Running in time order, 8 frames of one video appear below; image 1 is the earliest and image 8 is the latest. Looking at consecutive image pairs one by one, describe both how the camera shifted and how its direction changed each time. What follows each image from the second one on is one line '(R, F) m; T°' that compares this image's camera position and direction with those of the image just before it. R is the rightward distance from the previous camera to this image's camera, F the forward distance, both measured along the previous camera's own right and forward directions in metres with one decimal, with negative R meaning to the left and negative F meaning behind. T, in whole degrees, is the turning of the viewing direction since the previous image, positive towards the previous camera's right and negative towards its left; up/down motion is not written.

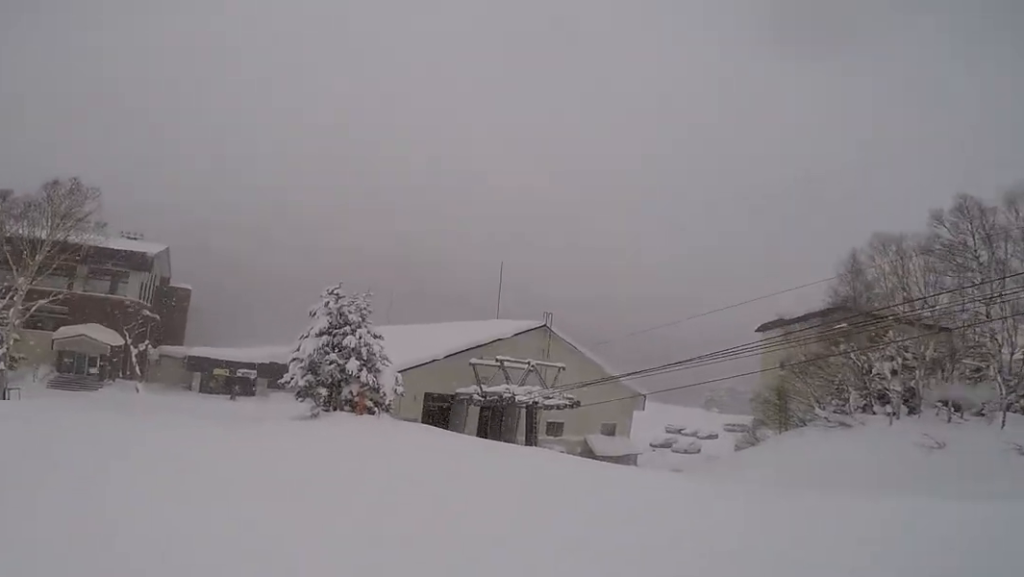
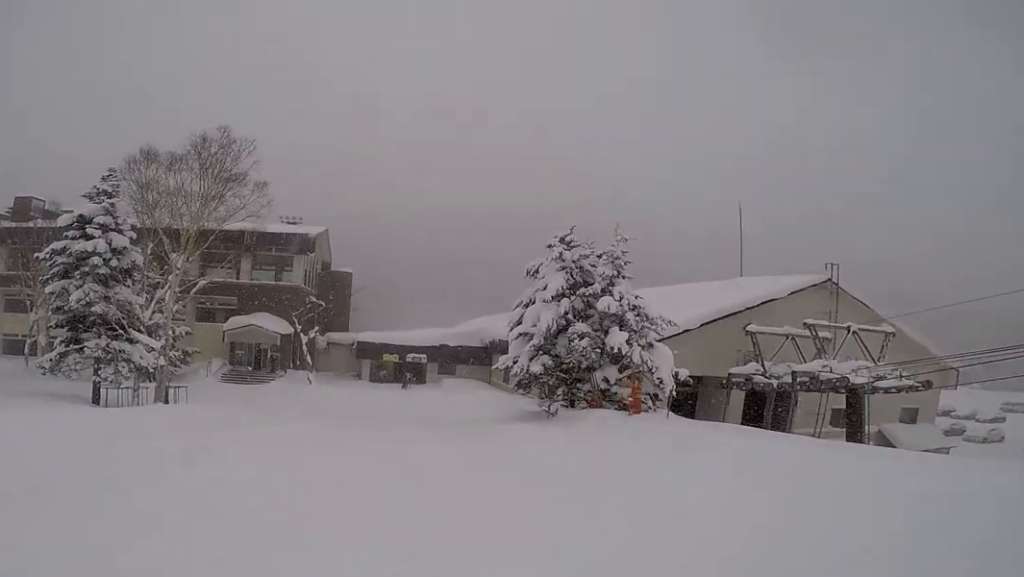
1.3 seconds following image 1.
(-1.3, +7.6) m; -10°
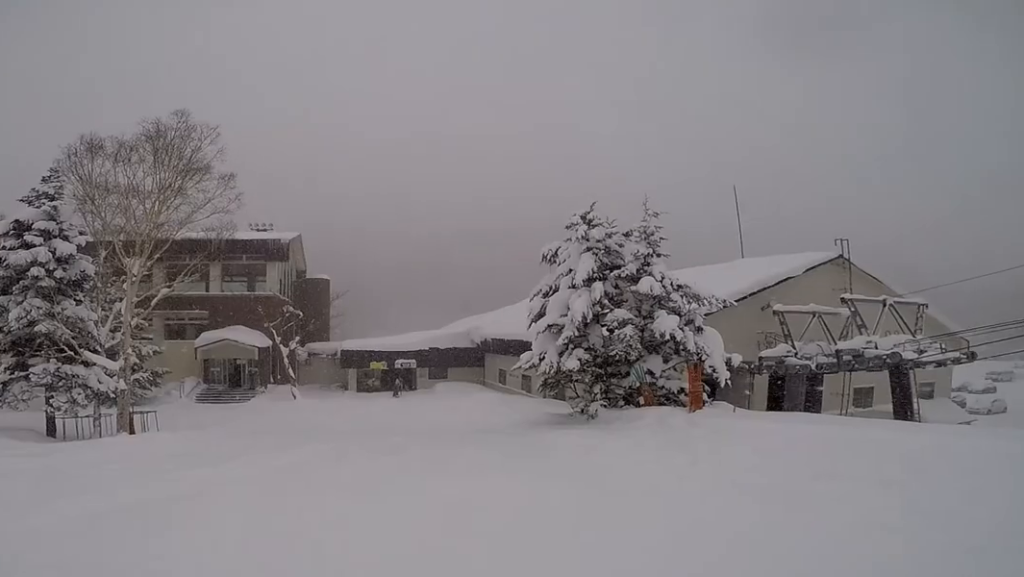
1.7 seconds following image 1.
(0.0, +2.6) m; 0°
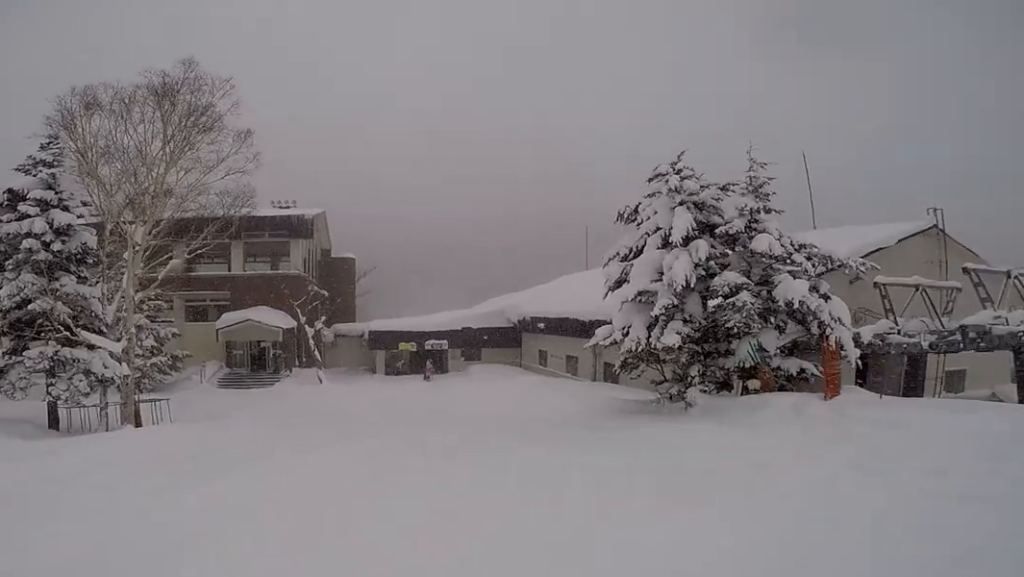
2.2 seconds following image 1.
(+0.2, +2.4) m; +1°
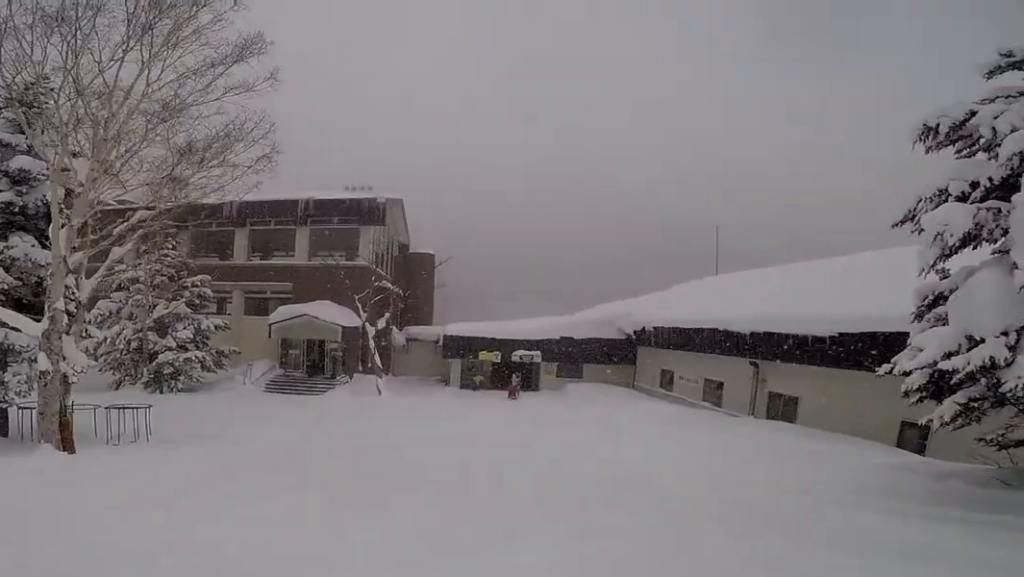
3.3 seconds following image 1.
(-0.1, +6.6) m; +10°
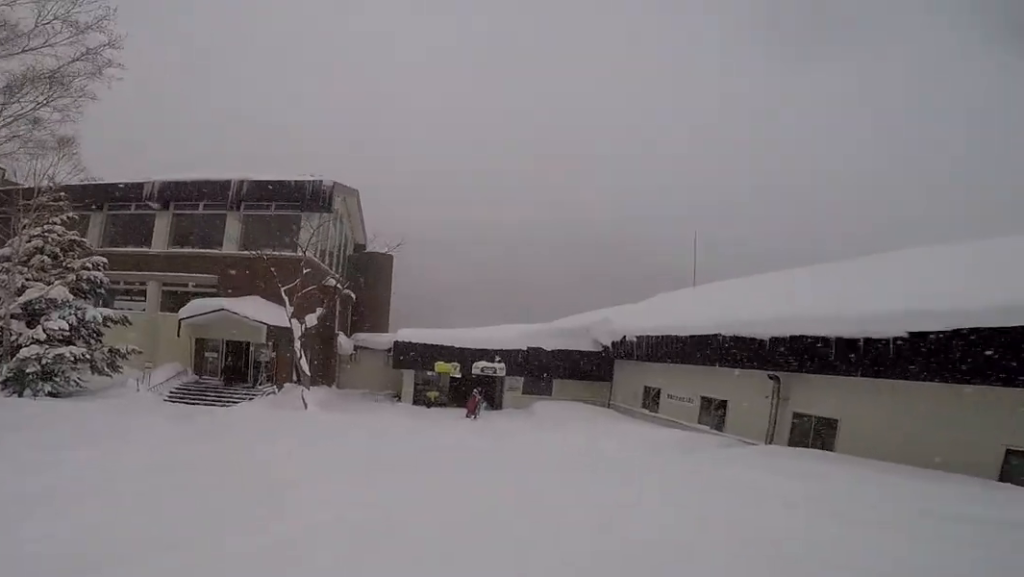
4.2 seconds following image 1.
(+1.0, +4.8) m; +6°
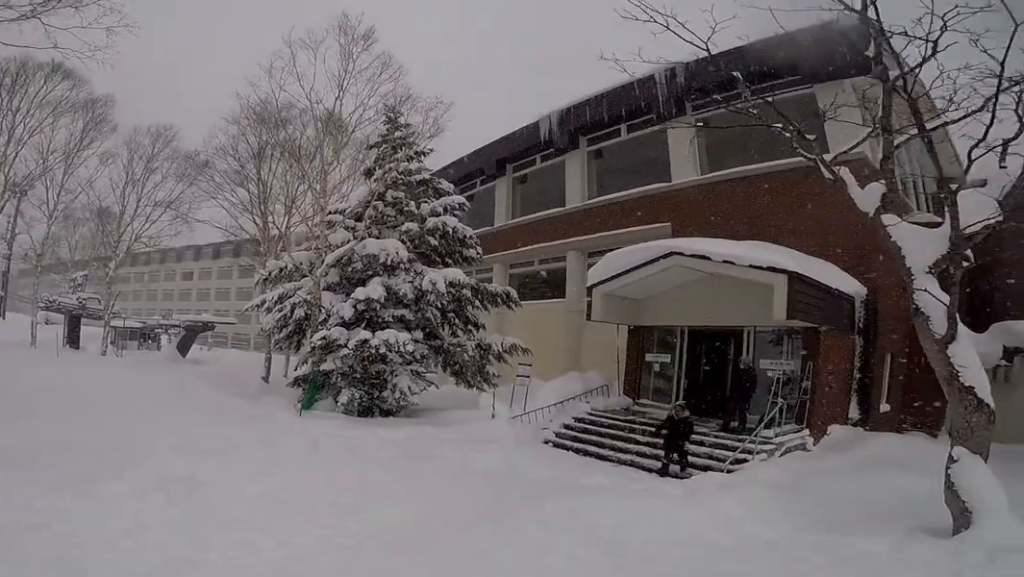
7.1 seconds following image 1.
(-4.8, +12.1) m; -52°
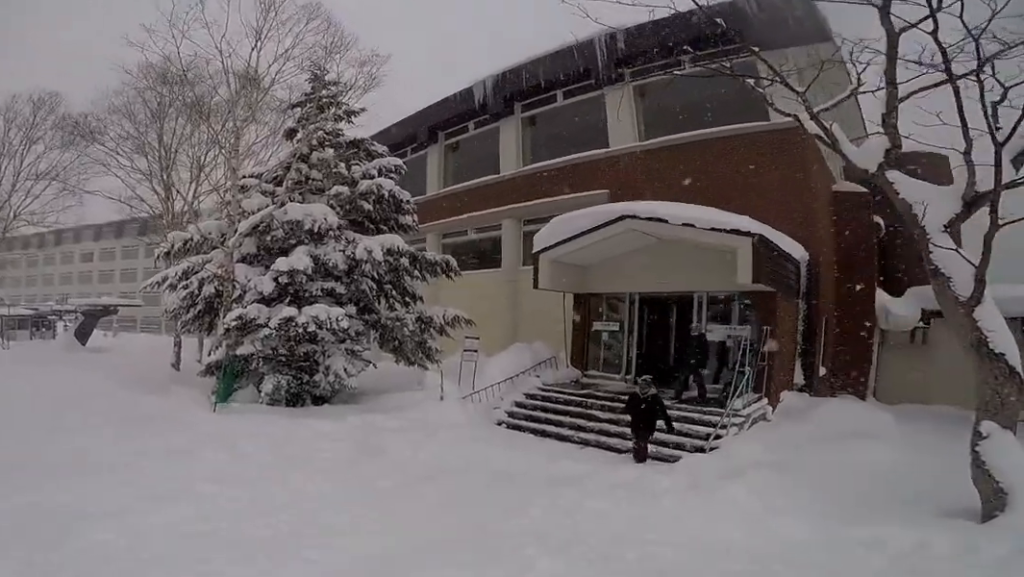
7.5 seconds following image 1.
(-0.2, +1.9) m; -9°
